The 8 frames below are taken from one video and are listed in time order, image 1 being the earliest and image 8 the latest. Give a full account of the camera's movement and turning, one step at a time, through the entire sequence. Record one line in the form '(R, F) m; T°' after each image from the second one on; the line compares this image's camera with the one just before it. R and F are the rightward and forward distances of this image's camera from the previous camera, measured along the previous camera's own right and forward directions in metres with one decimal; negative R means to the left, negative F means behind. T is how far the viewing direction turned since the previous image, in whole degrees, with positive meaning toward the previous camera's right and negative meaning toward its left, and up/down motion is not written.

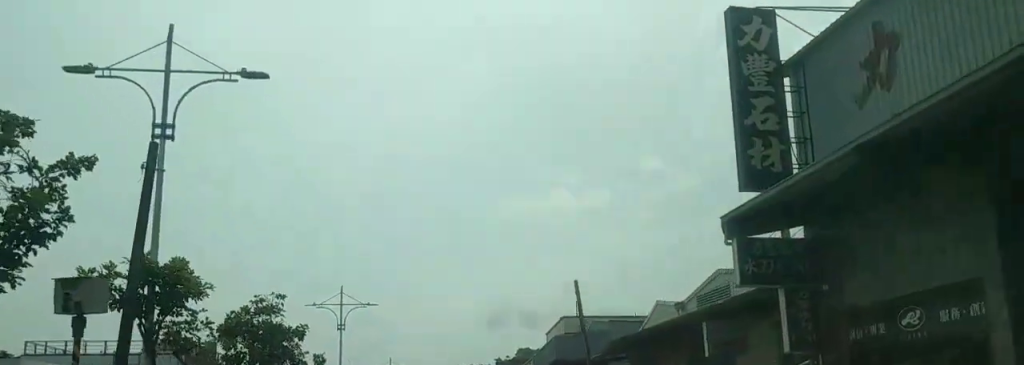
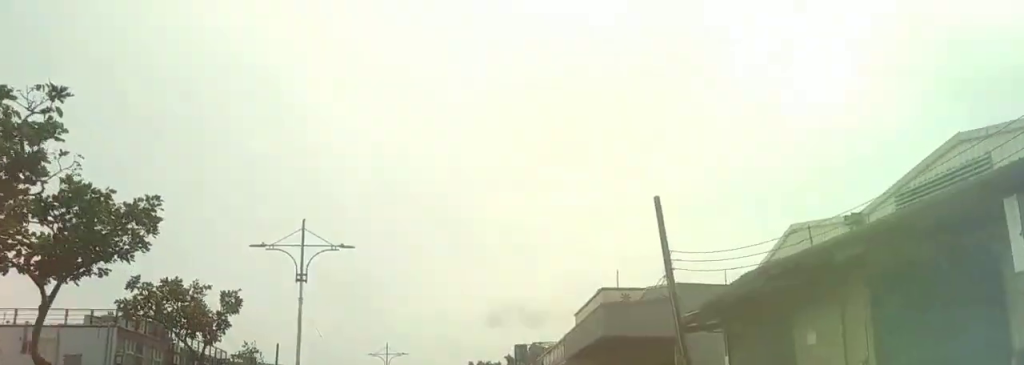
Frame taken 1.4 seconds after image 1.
(-0.3, +14.7) m; -3°
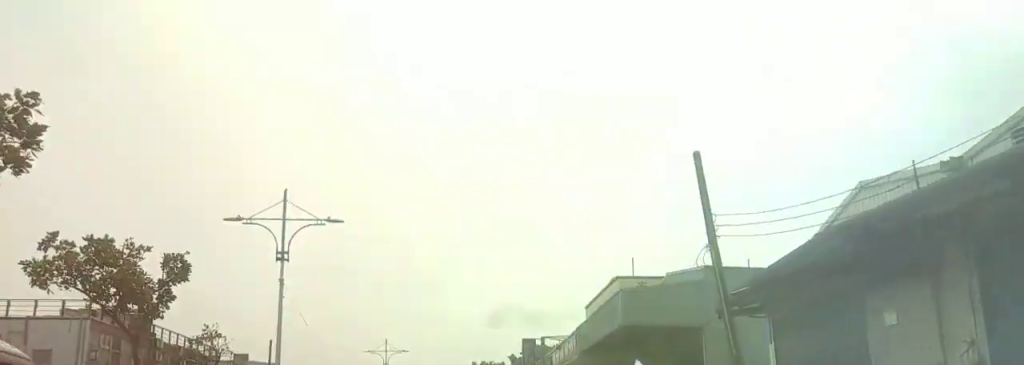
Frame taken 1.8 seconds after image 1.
(0.0, +4.1) m; -1°
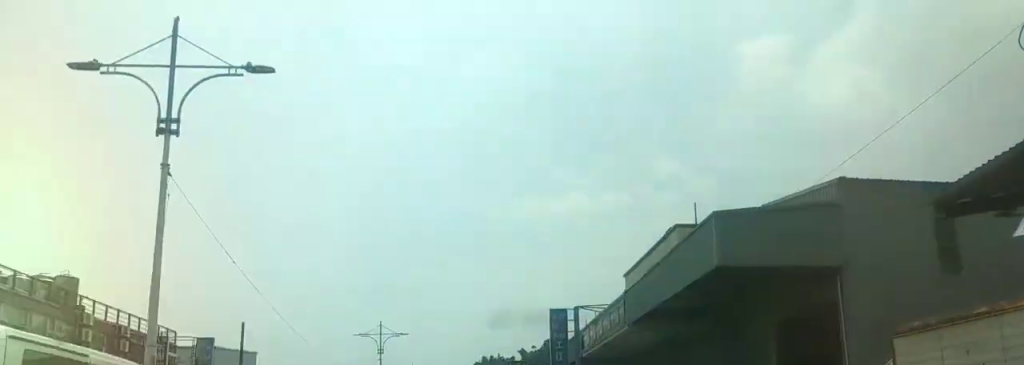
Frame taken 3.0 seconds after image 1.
(-0.2, +12.1) m; +1°
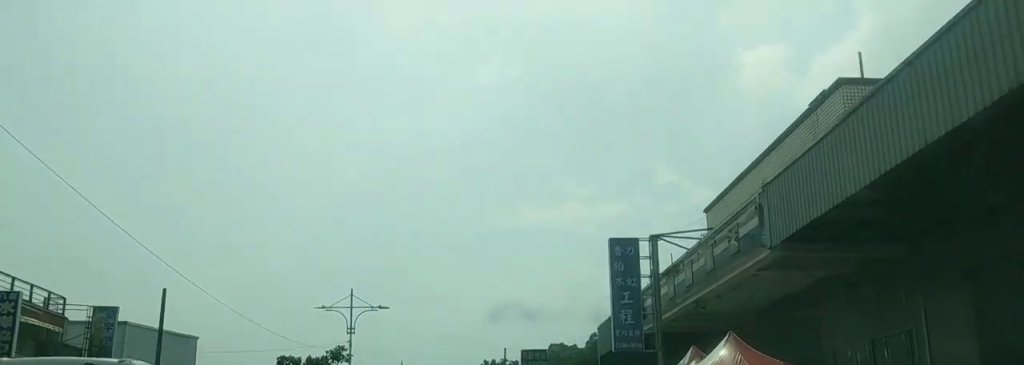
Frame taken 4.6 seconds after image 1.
(+0.9, +17.0) m; +3°
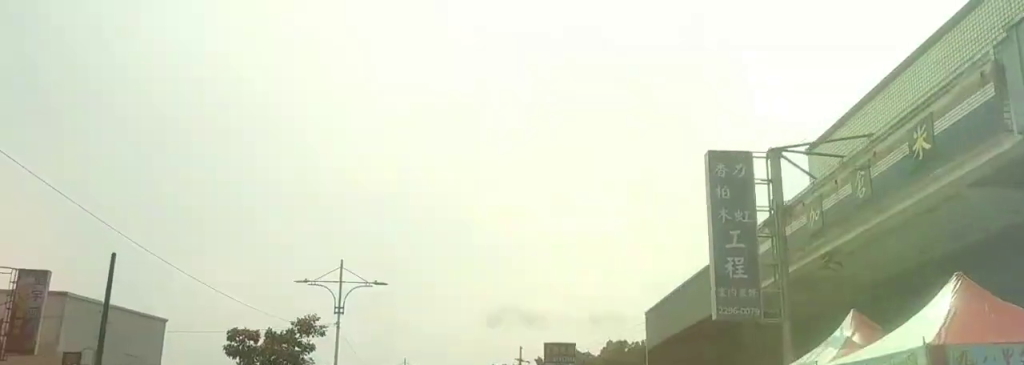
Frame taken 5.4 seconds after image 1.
(0.0, +9.0) m; 0°
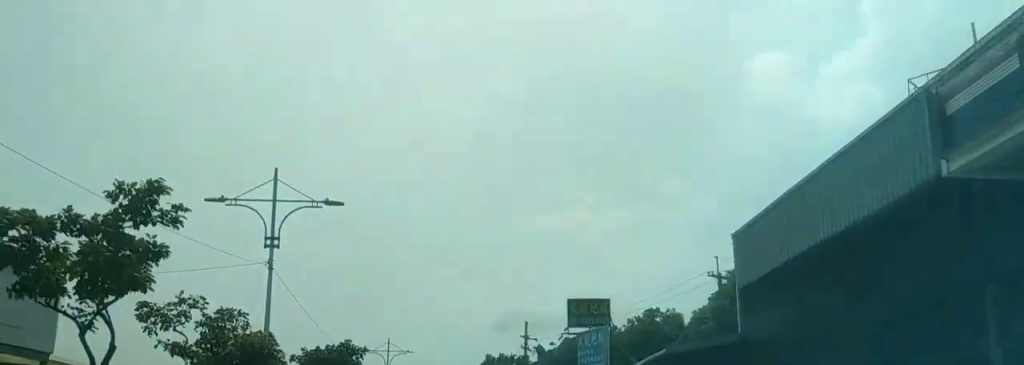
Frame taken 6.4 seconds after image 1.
(0.0, +12.1) m; 0°
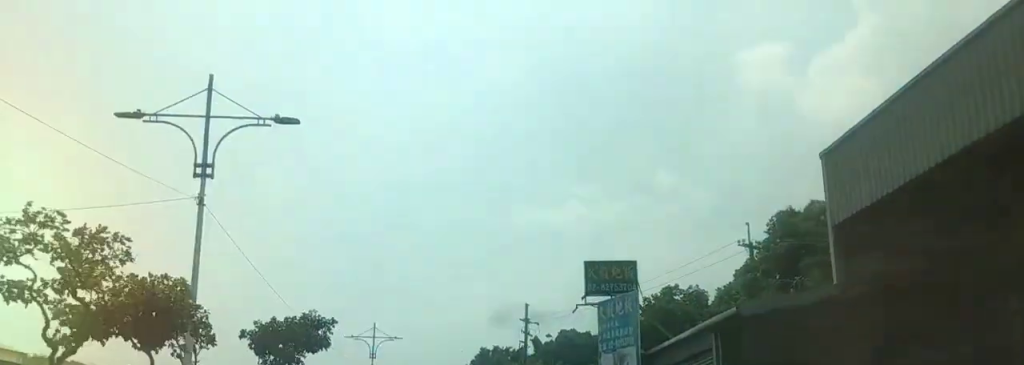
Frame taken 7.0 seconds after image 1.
(+0.1, +6.7) m; 0°
